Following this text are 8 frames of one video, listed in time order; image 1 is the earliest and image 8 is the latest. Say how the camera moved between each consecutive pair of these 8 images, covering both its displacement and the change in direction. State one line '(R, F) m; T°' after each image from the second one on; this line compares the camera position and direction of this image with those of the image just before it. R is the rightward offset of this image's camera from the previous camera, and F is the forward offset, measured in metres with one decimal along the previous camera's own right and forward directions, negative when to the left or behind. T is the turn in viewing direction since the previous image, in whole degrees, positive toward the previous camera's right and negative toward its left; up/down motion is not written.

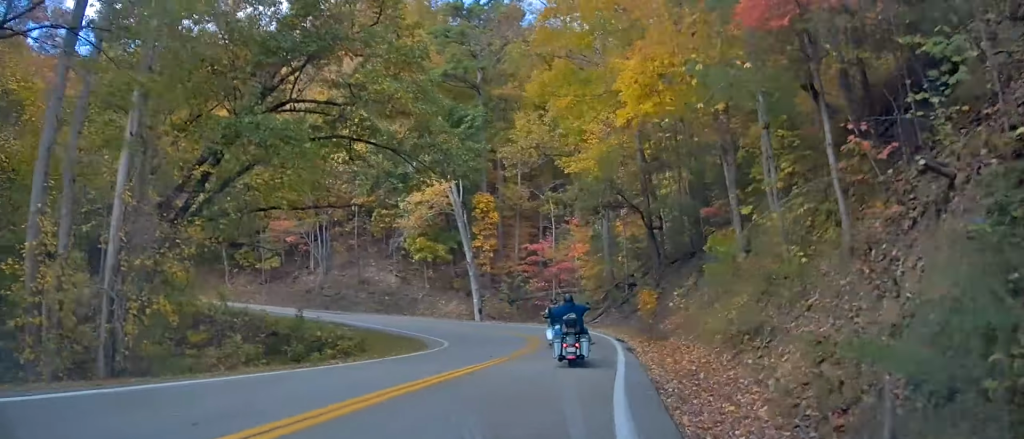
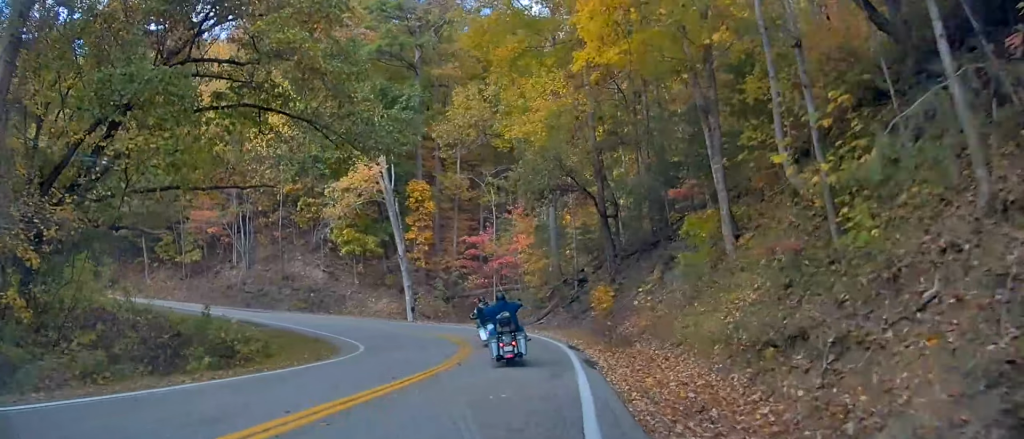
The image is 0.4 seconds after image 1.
(+0.3, +4.9) m; +2°
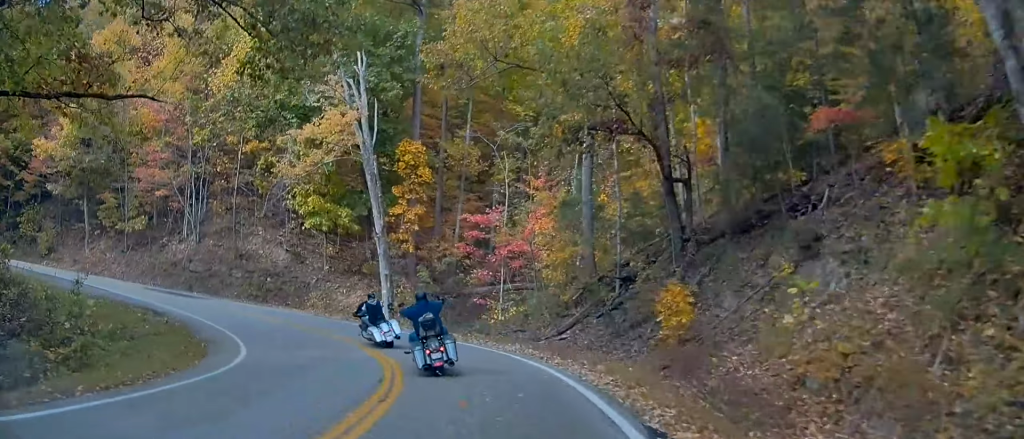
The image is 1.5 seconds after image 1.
(+0.3, +11.5) m; -1°
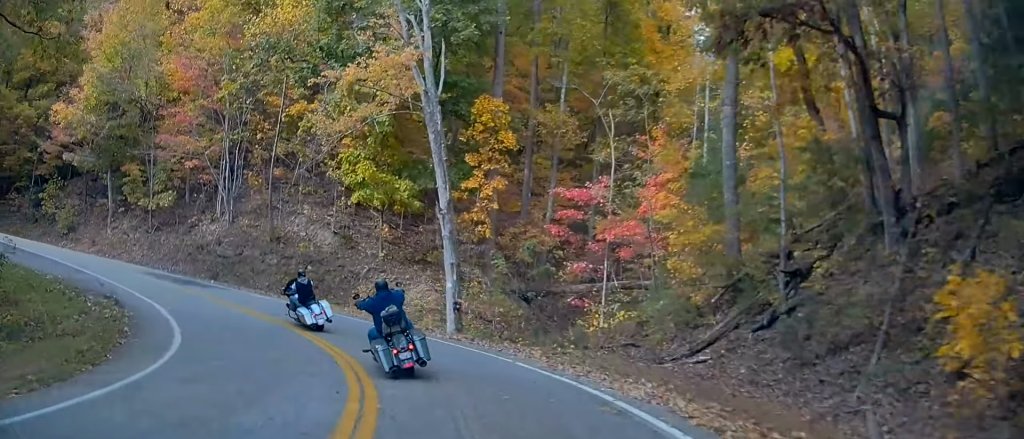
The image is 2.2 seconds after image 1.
(-0.2, +7.8) m; -6°
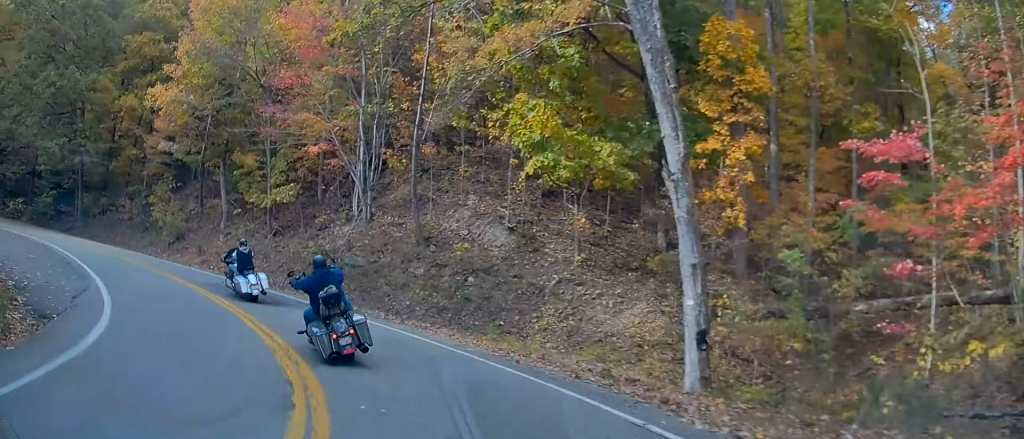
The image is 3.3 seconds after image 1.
(-1.1, +10.6) m; -13°
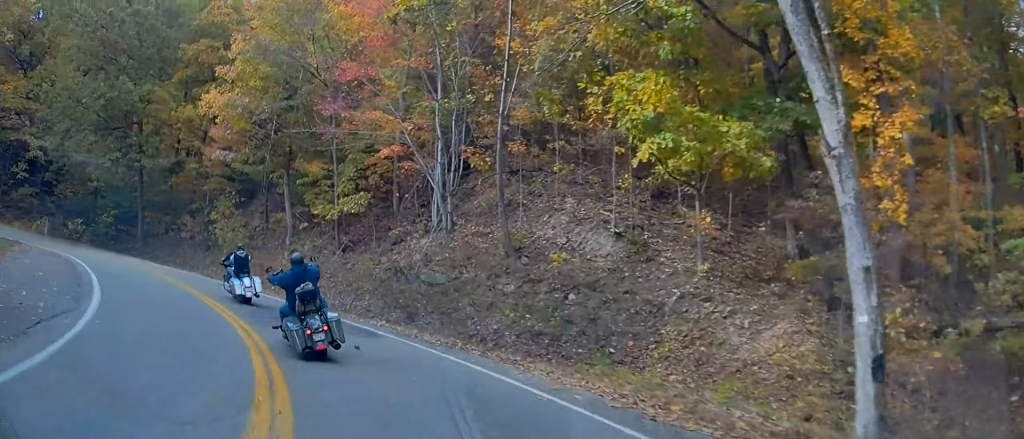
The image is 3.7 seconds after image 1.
(-0.1, +4.1) m; -6°
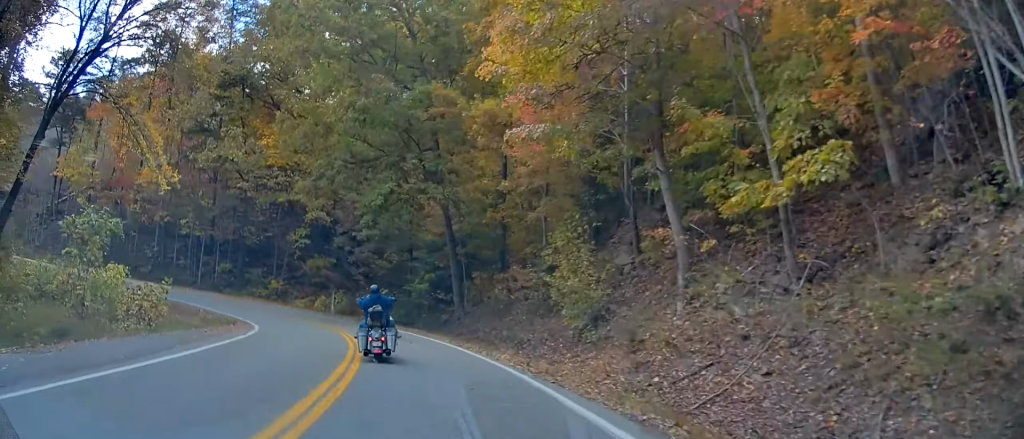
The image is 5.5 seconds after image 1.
(-4.4, +15.2) m; -32°
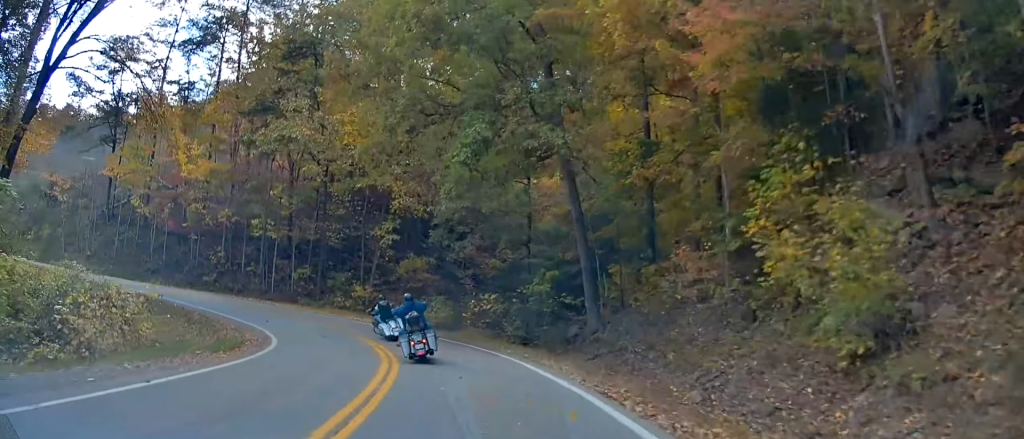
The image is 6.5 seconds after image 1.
(-1.4, +9.5) m; -13°
